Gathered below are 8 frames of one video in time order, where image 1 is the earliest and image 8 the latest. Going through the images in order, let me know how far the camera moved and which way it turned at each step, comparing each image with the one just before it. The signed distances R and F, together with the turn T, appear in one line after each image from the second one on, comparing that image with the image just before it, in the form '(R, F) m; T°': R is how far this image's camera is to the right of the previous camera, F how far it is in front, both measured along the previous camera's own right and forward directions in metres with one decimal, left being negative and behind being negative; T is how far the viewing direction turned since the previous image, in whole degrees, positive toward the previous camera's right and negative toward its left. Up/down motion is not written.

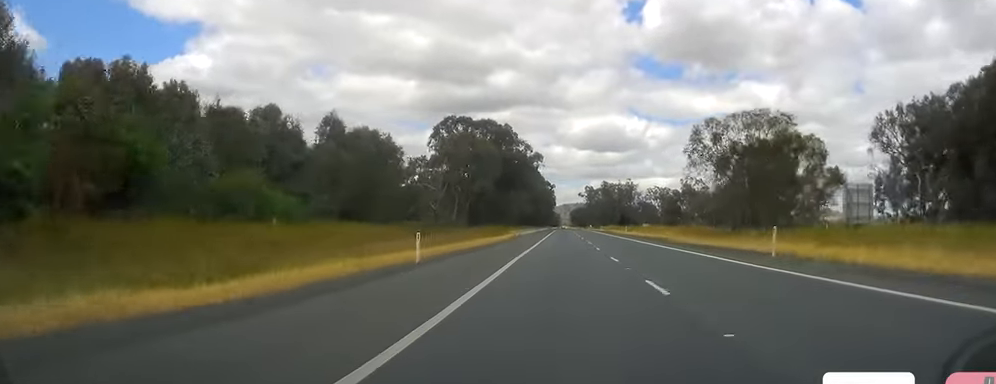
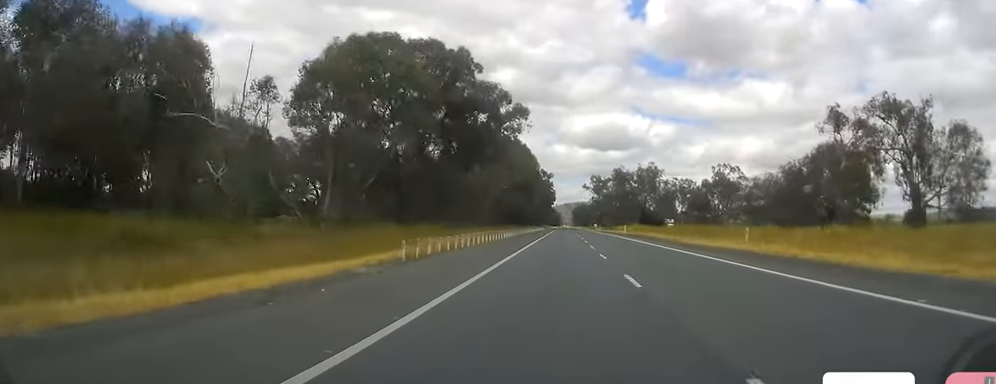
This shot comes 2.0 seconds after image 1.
(-0.3, +58.4) m; -1°
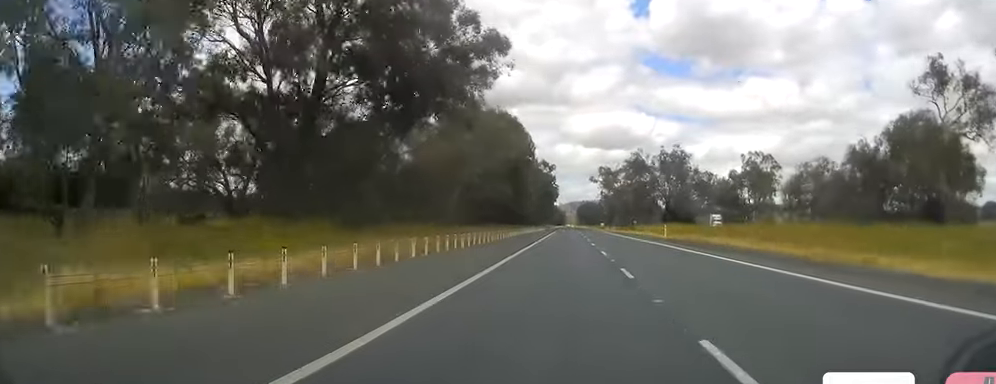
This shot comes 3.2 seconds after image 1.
(+0.4, +34.0) m; +1°
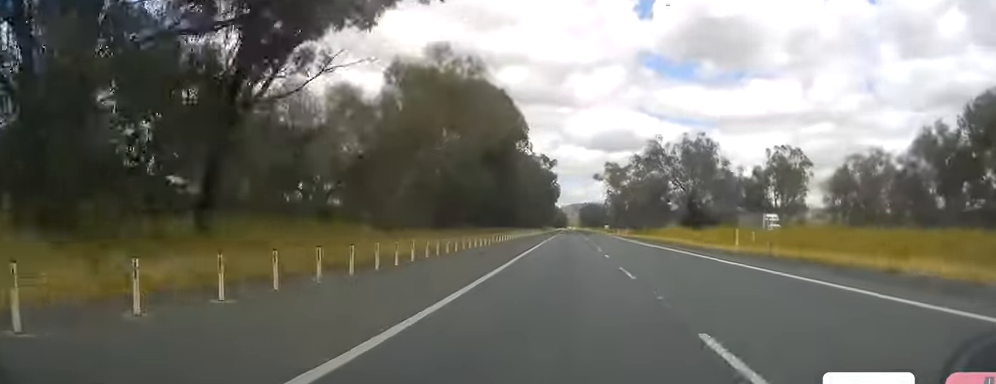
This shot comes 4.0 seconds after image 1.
(+0.1, +23.4) m; 0°
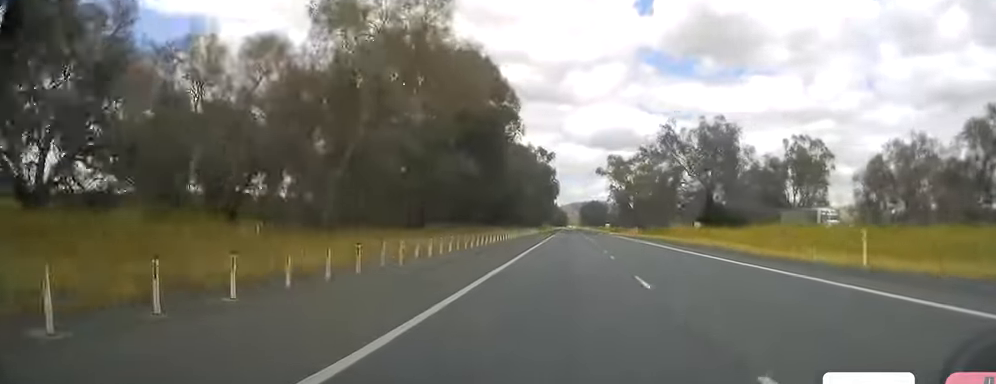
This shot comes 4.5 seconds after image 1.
(0.0, +14.6) m; 0°
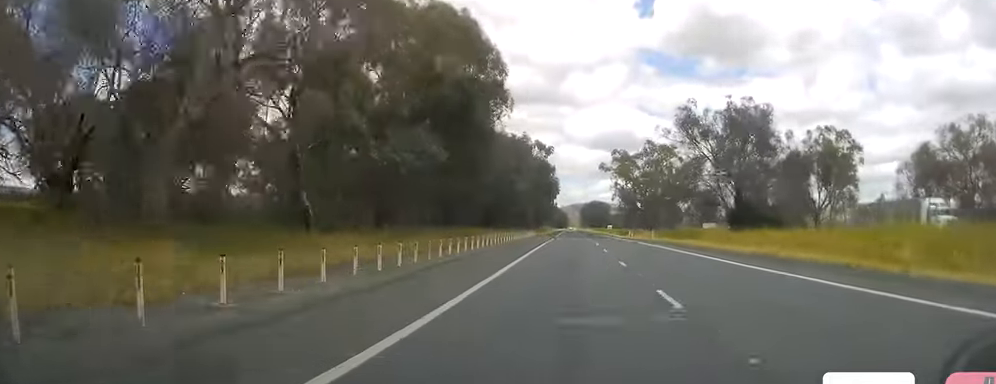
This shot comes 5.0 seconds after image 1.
(+0.1, +15.6) m; -1°
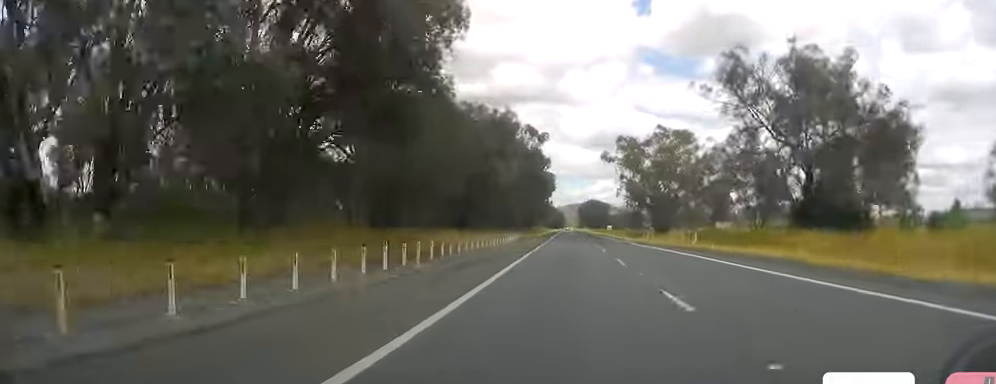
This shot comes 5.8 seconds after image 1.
(-0.3, +24.3) m; -1°
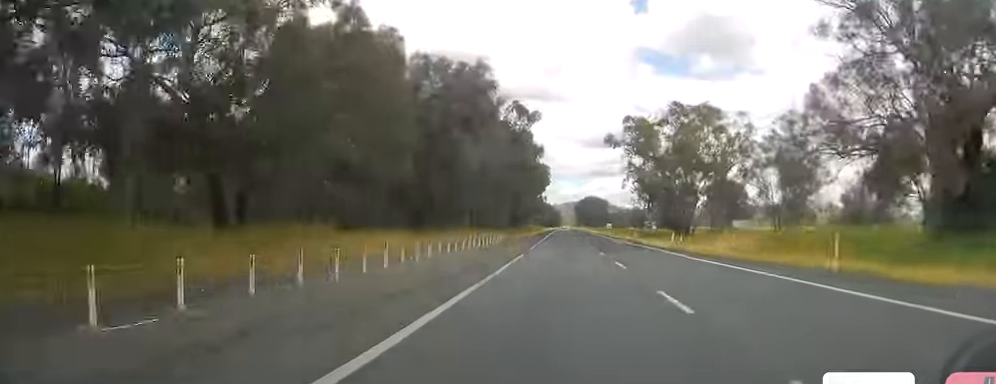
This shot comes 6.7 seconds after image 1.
(-0.1, +24.3) m; 0°
